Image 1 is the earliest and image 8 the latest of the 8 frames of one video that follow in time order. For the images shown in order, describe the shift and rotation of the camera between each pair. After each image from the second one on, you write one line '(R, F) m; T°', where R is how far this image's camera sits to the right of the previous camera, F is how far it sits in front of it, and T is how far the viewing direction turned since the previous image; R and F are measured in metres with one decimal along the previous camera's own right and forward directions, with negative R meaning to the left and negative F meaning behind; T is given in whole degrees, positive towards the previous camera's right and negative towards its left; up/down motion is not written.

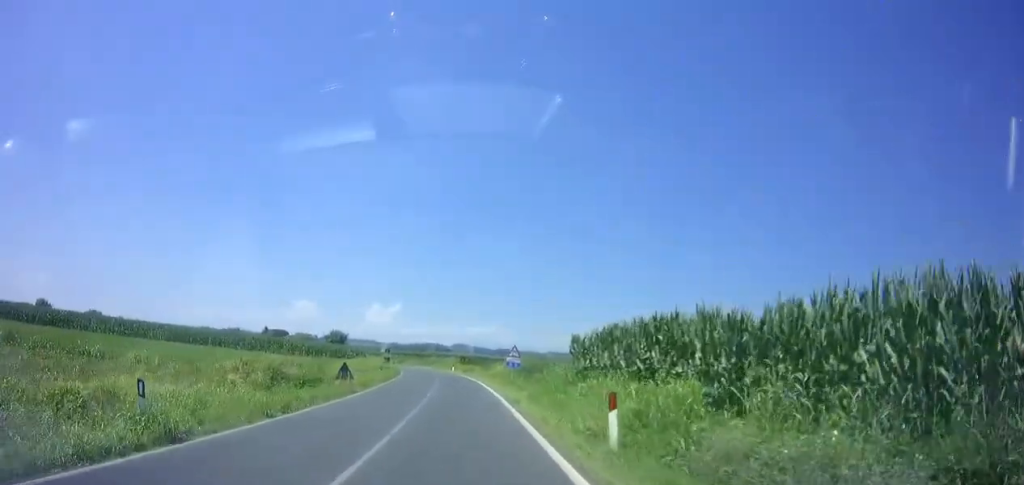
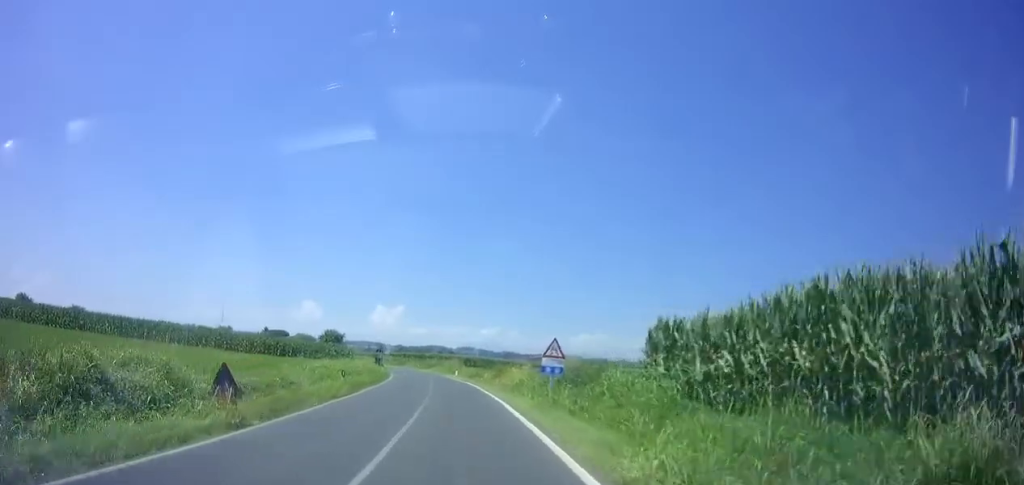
(+0.1, +12.8) m; -1°
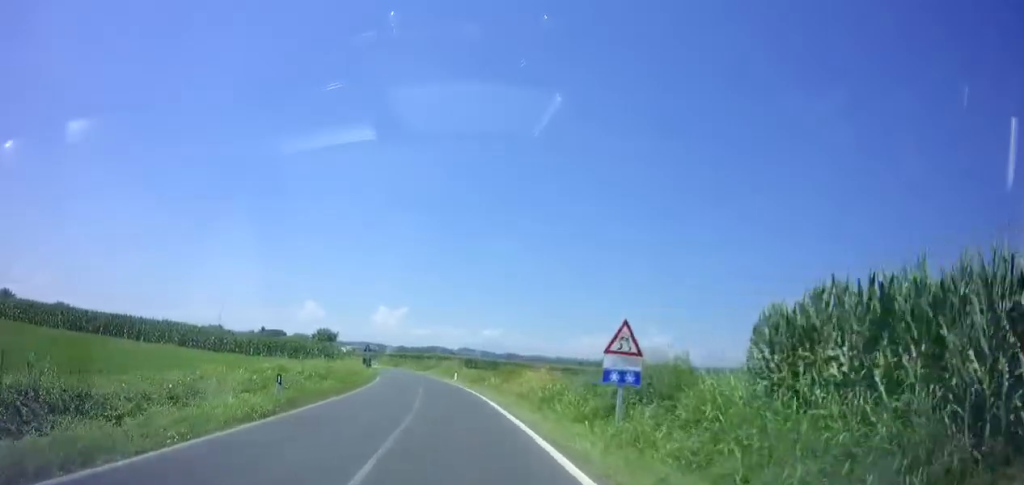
(-0.1, +8.4) m; -2°
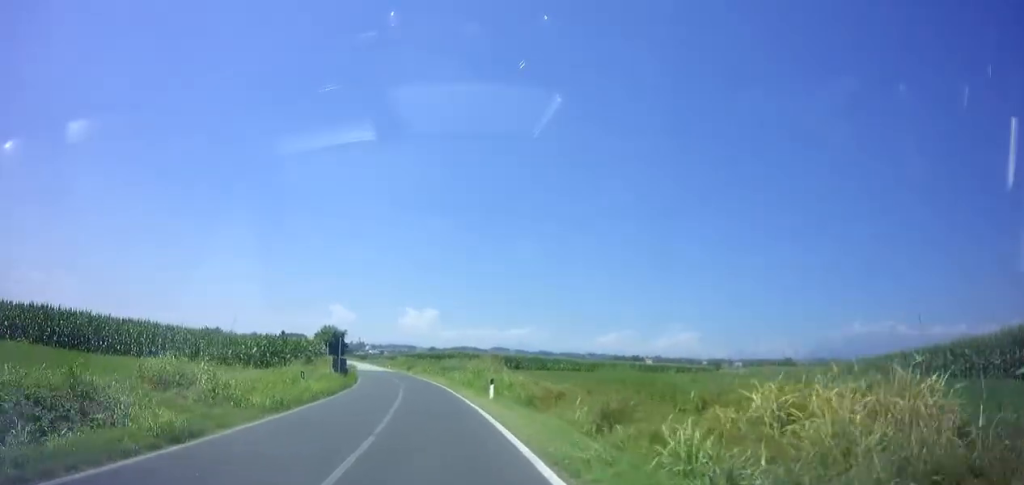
(-1.5, +23.5) m; -7°
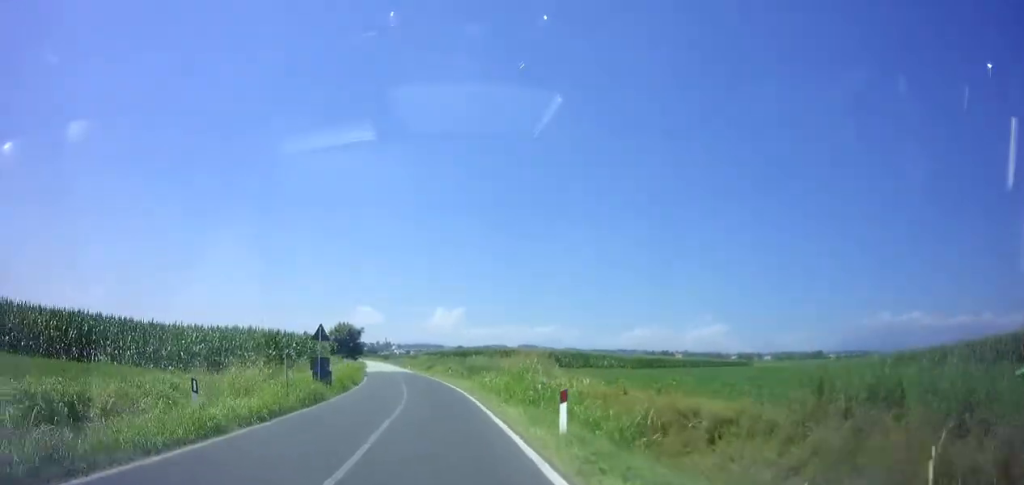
(-0.3, +10.1) m; -3°
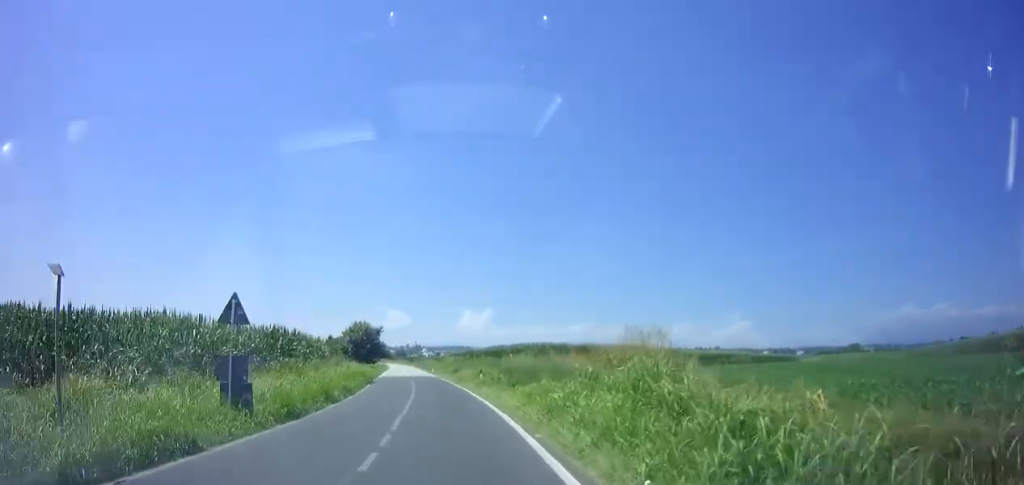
(-0.2, +12.3) m; -2°
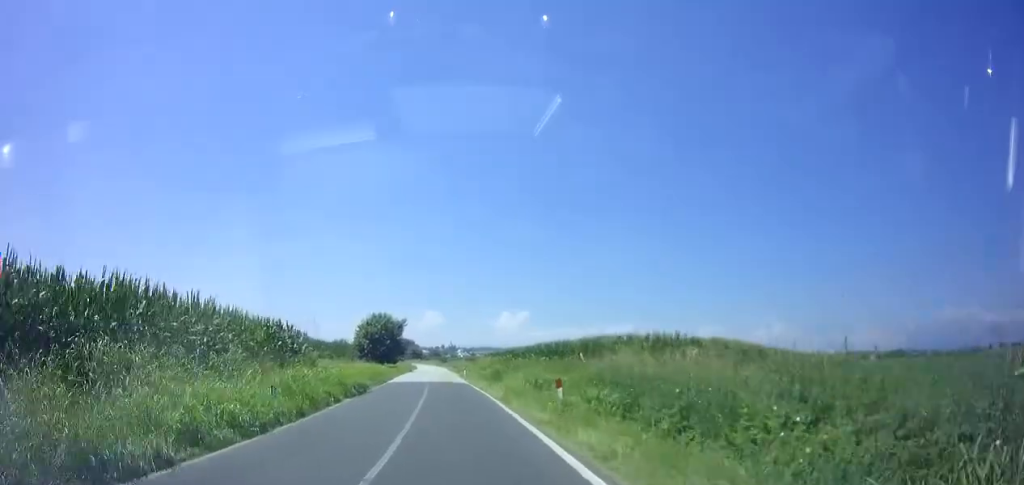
(-0.4, +15.3) m; -2°
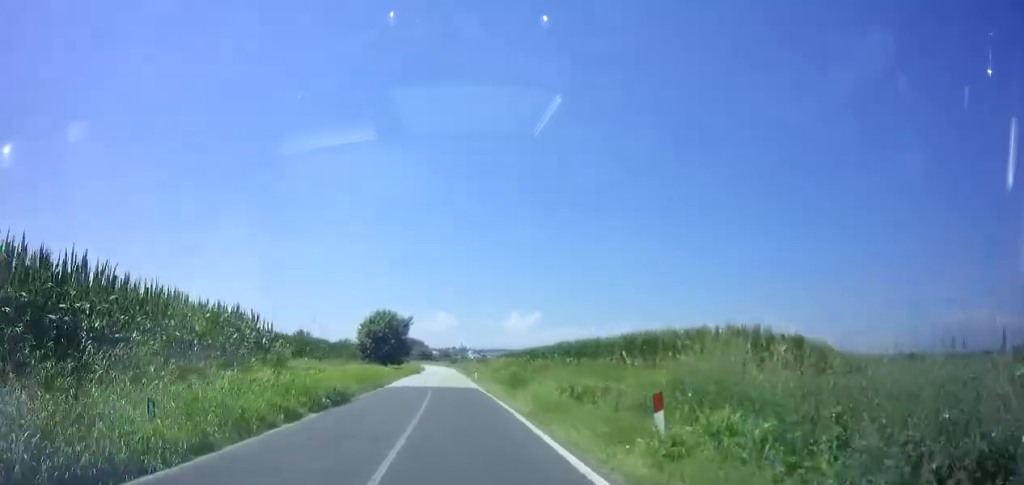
(0.0, +6.1) m; -1°
